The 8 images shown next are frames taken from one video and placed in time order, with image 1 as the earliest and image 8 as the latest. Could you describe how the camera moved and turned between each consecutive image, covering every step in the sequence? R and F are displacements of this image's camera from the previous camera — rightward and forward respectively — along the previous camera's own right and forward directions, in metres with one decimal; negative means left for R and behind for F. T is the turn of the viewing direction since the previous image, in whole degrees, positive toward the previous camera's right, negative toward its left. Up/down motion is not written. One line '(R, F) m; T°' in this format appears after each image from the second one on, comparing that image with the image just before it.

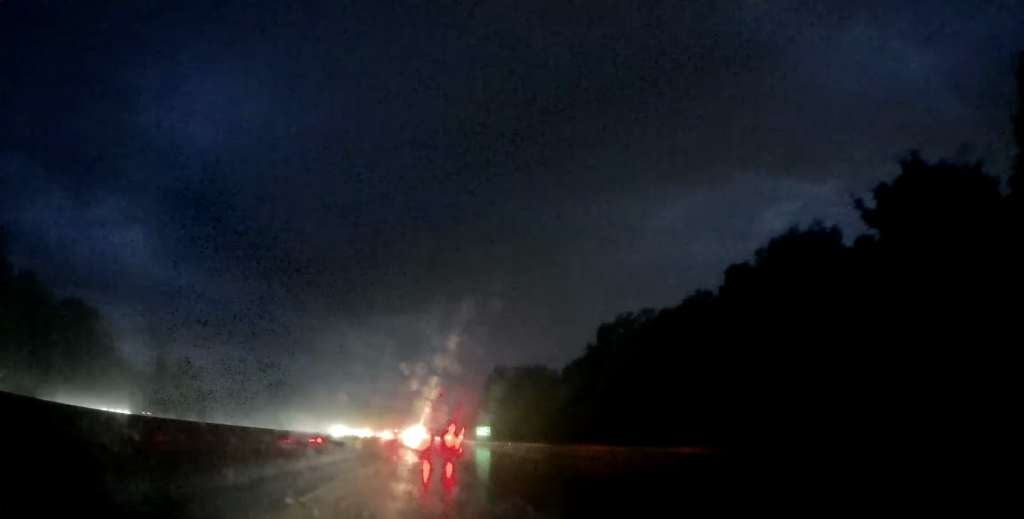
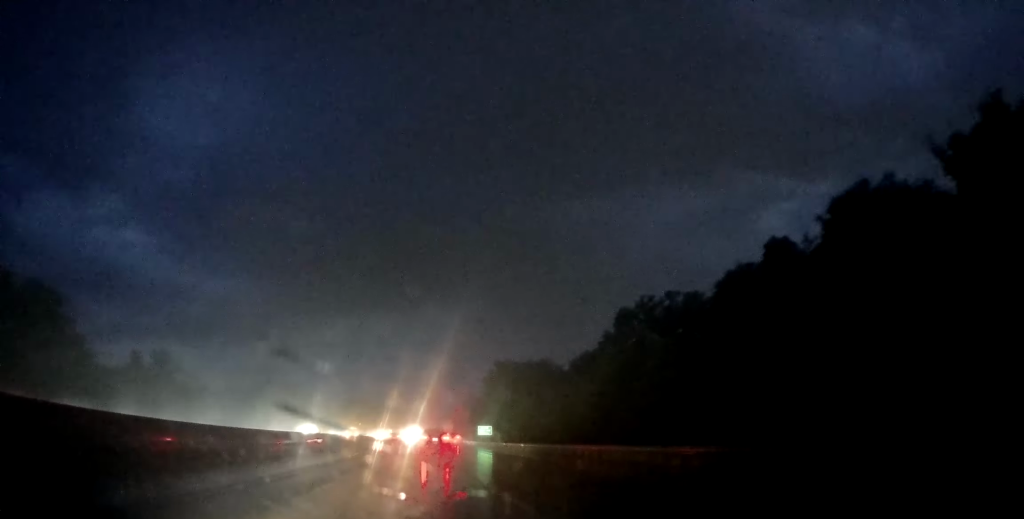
(+0.2, +10.5) m; 0°
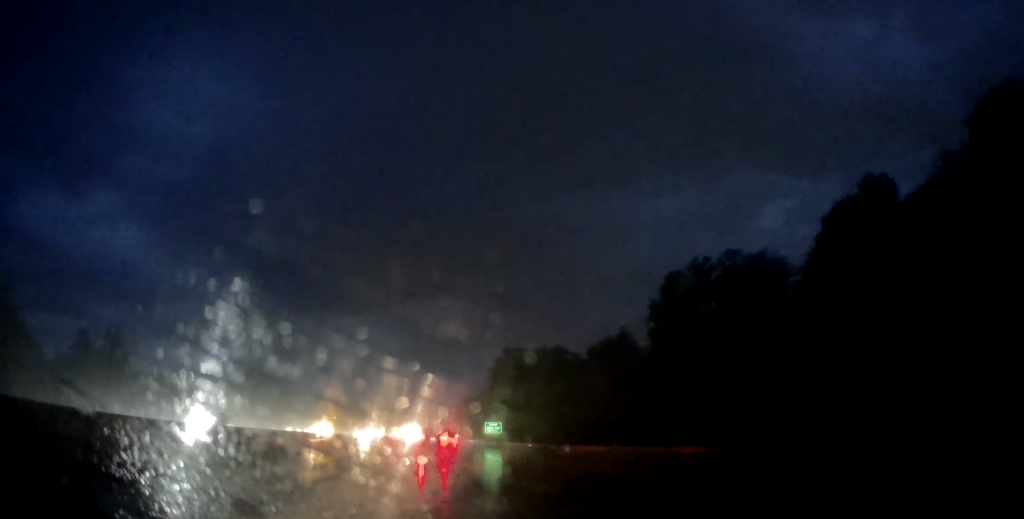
(-0.7, +18.6) m; 0°
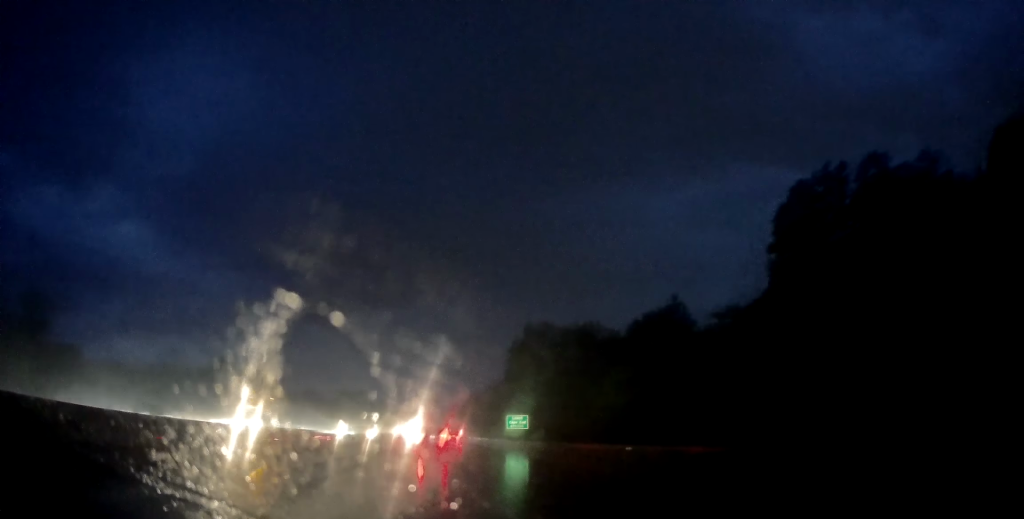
(+0.9, +24.5) m; +1°
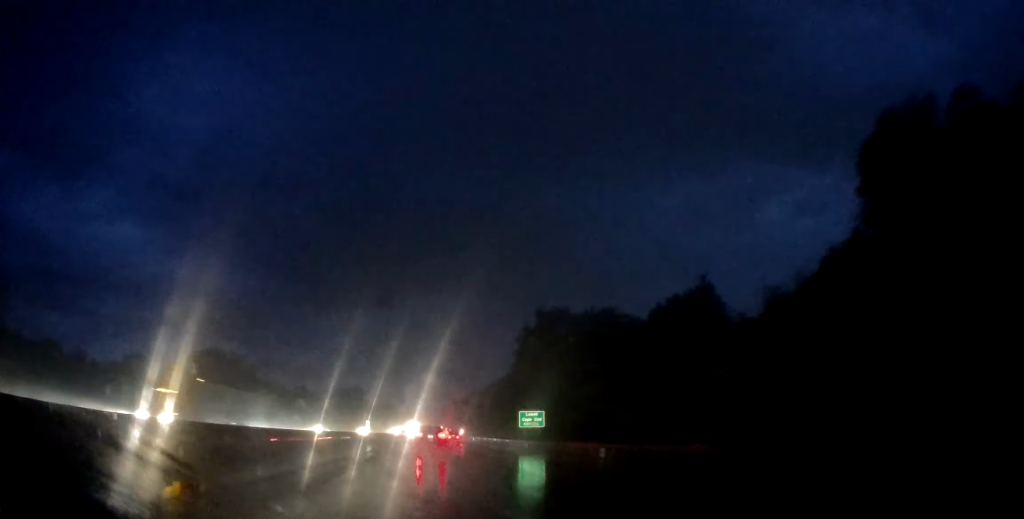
(-0.3, +11.4) m; 0°
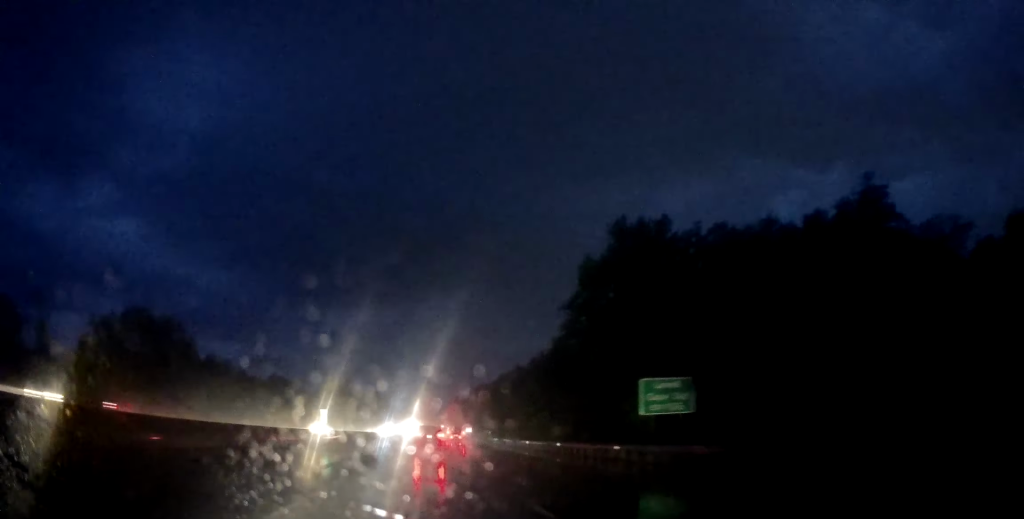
(-0.2, +39.0) m; +1°
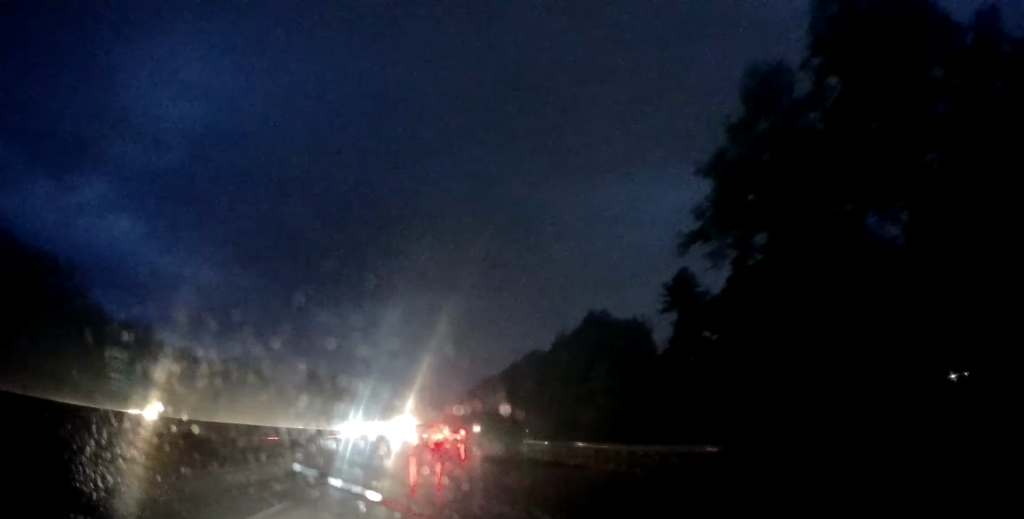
(-0.1, +36.4) m; -1°
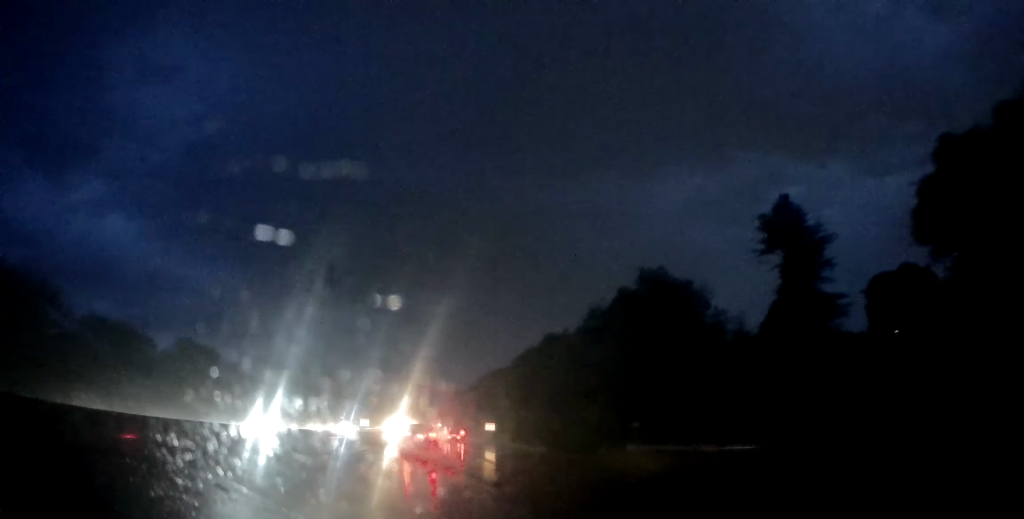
(-0.2, +29.1) m; 0°
